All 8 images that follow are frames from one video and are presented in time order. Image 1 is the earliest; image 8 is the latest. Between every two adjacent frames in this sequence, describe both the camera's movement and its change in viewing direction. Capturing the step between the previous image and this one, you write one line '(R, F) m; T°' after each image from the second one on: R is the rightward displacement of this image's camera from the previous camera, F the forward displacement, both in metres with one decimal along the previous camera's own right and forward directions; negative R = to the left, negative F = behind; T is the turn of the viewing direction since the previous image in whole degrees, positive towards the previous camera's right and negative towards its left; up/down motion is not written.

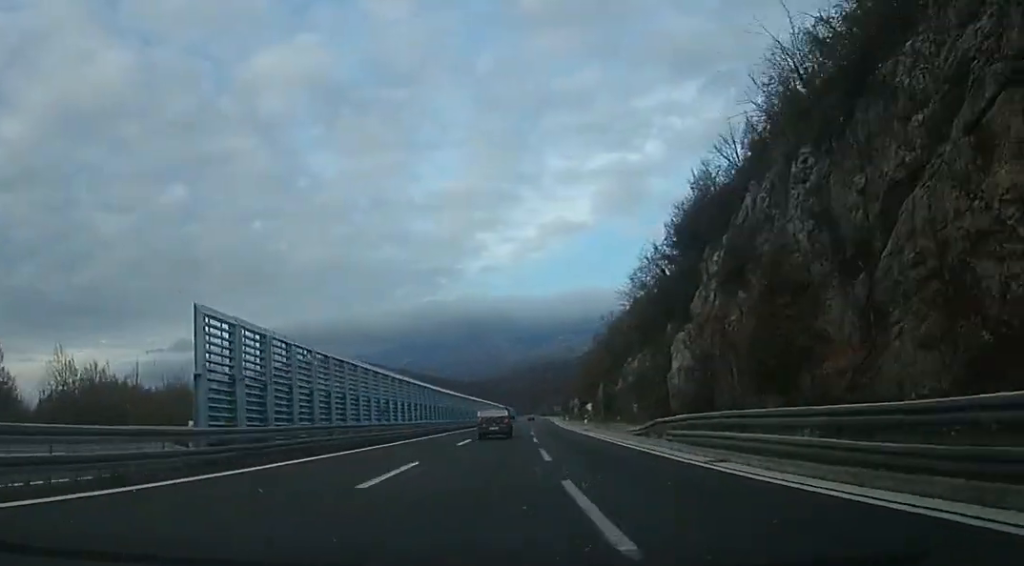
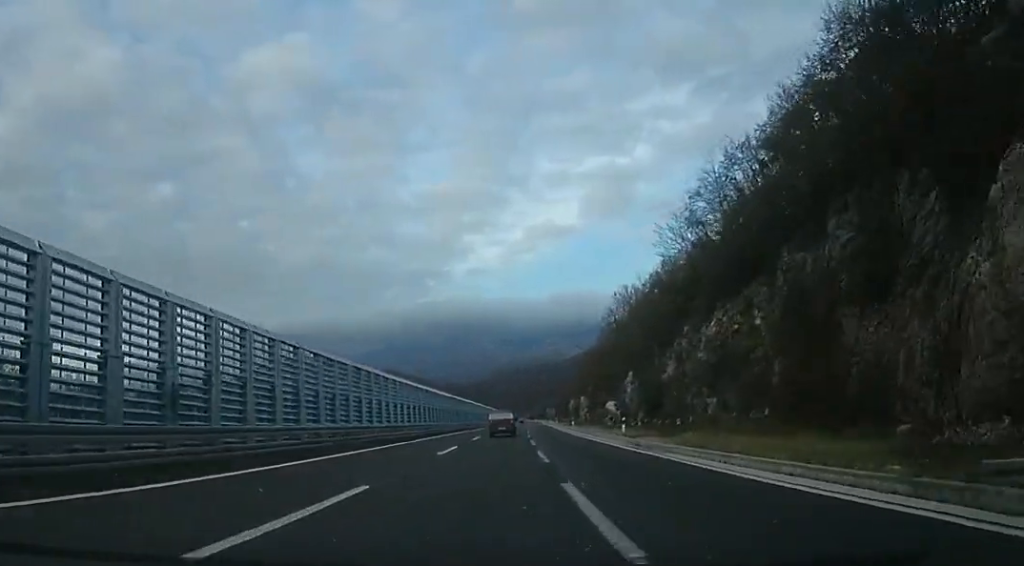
(0.0, +23.9) m; 0°
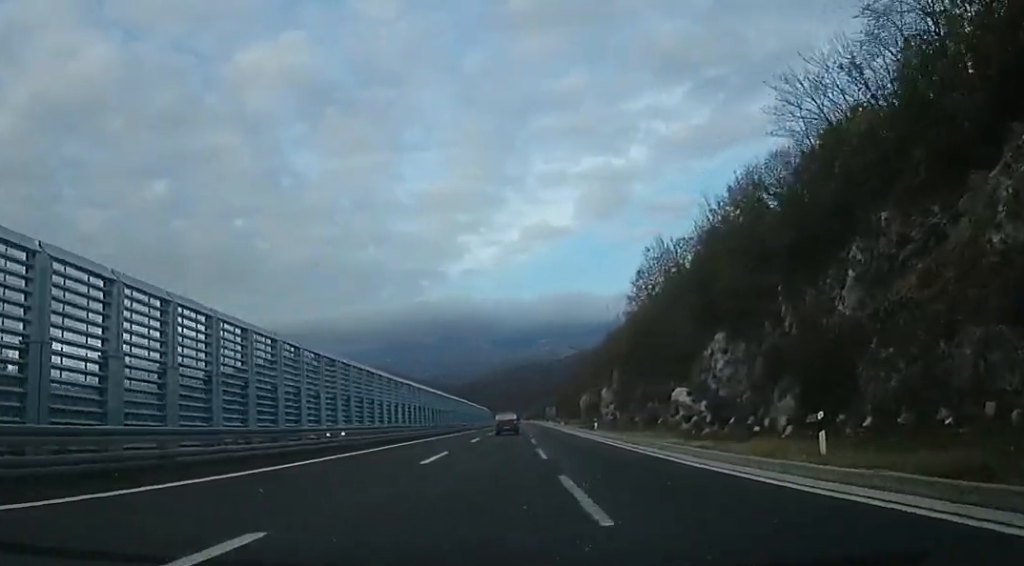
(0.0, +22.4) m; +2°
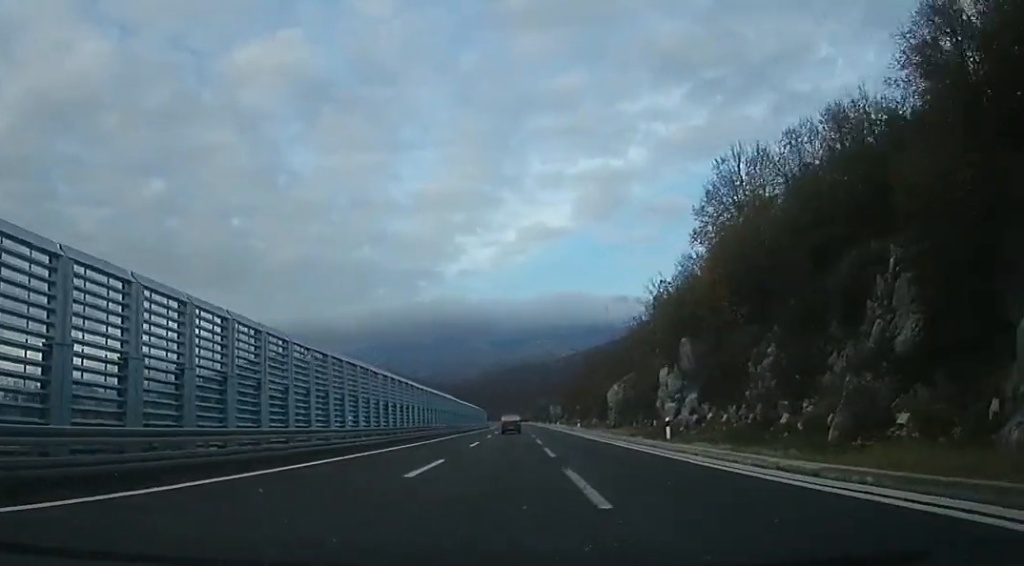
(+0.5, +21.9) m; +2°
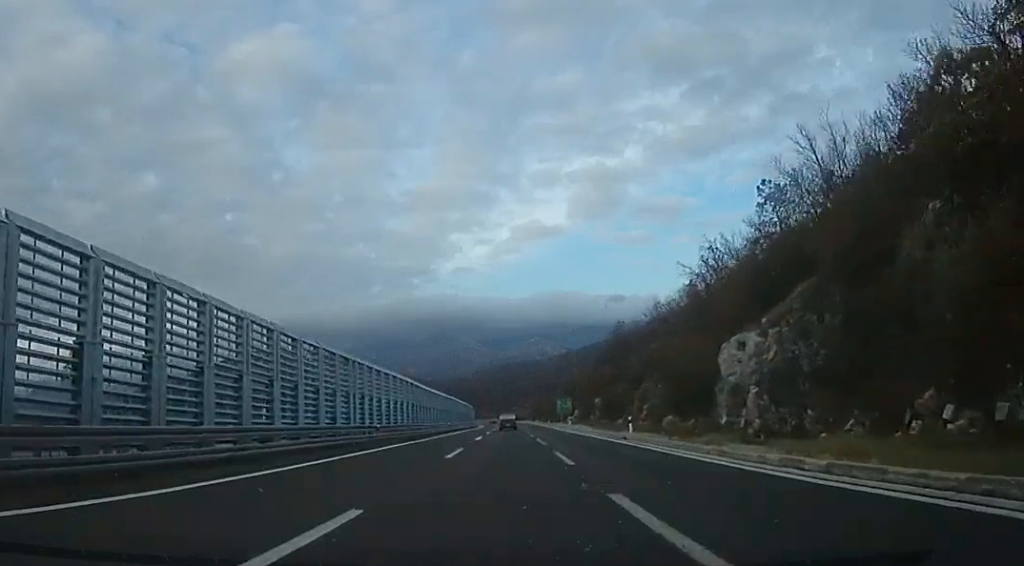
(+0.5, +29.3) m; +1°
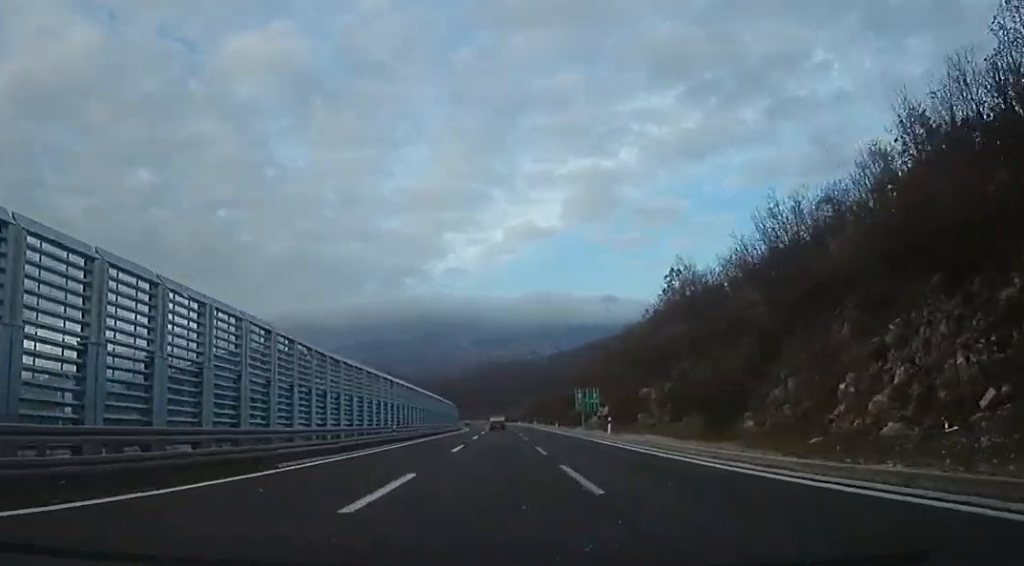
(0.0, +29.7) m; 0°
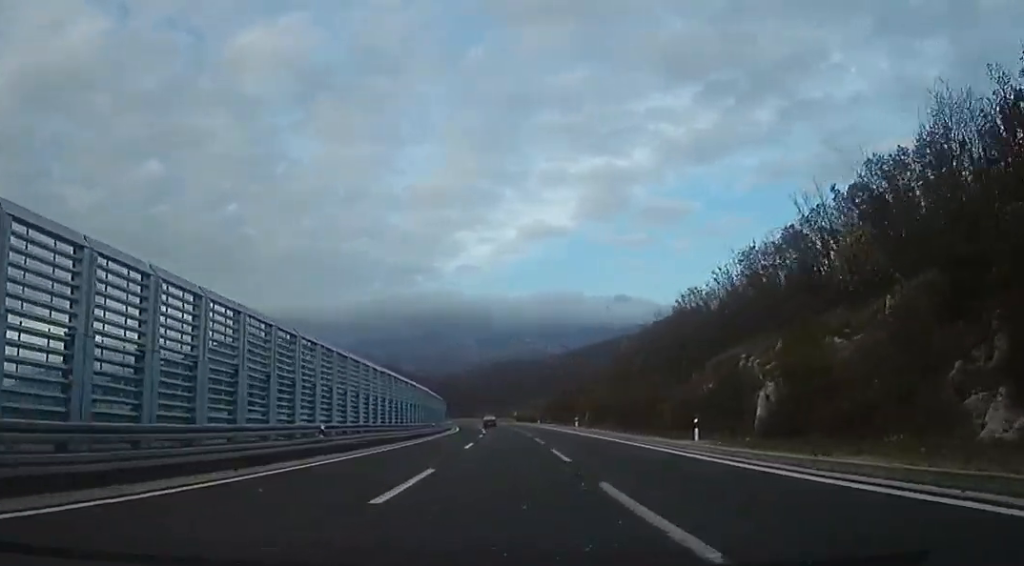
(0.0, +52.9) m; -1°
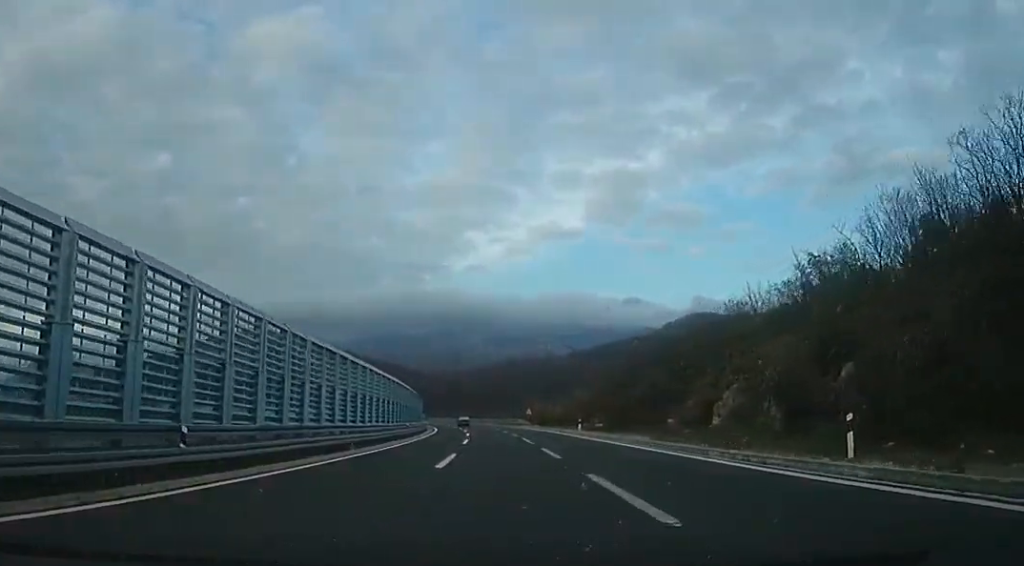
(-1.5, +46.1) m; -1°
